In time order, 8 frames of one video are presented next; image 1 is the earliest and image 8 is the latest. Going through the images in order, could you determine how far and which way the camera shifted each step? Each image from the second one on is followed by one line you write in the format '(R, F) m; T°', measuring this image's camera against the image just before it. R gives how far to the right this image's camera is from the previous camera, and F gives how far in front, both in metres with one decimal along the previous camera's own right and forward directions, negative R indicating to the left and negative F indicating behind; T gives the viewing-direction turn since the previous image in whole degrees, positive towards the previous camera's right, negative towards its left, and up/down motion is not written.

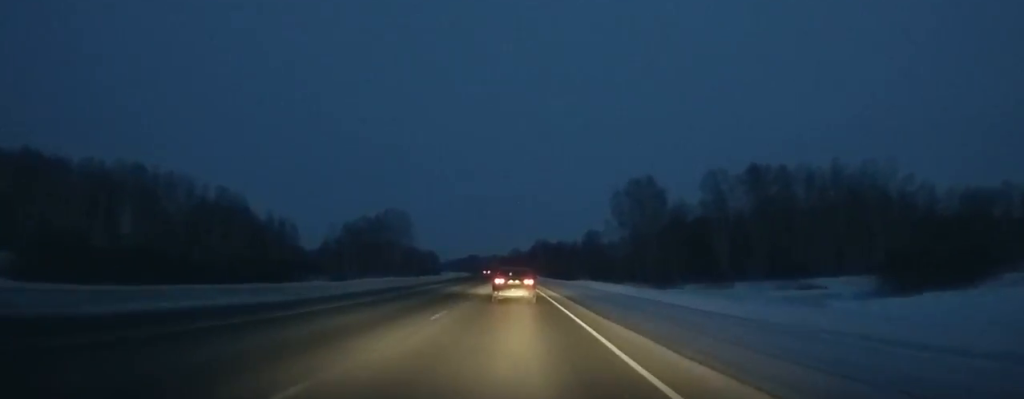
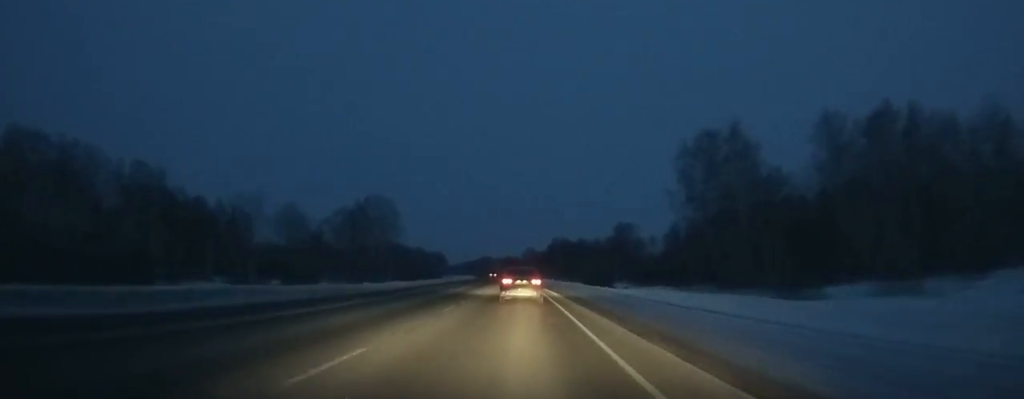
(-0.5, +44.6) m; -1°
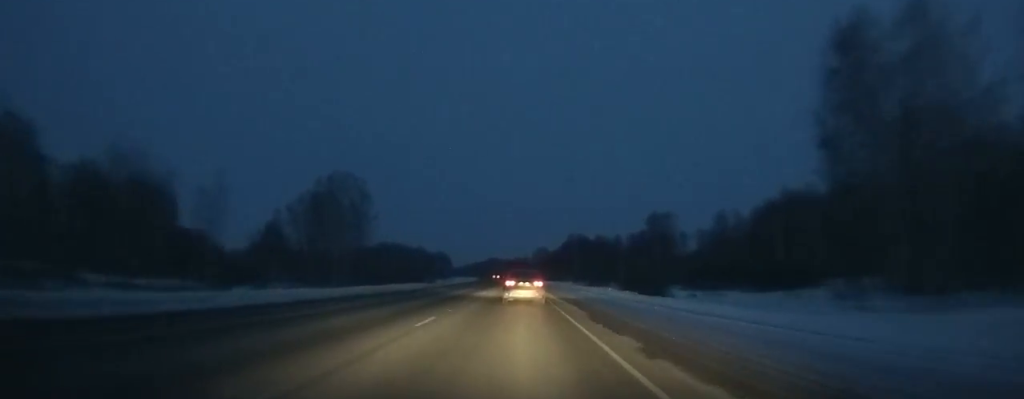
(-0.2, +39.8) m; -1°
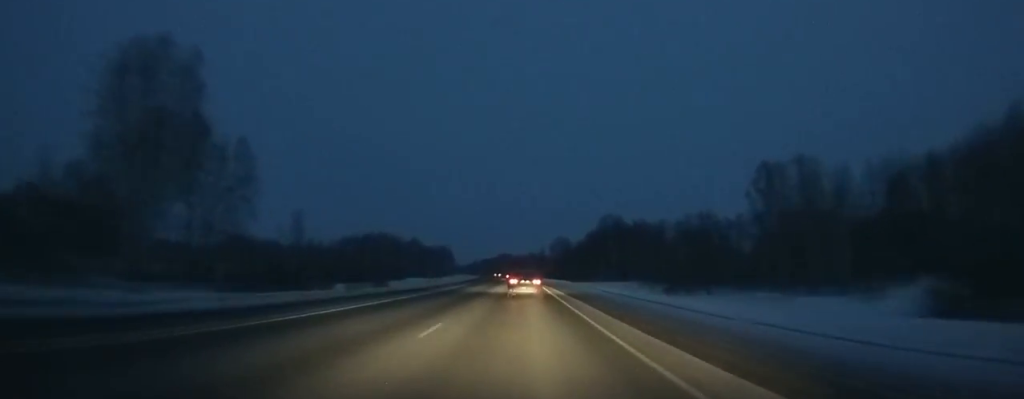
(-1.0, +75.4) m; -1°
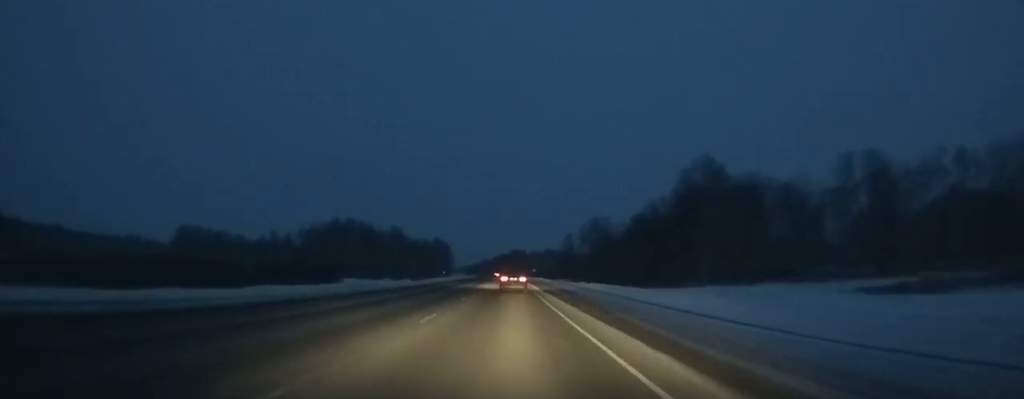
(-1.1, +94.4) m; -2°
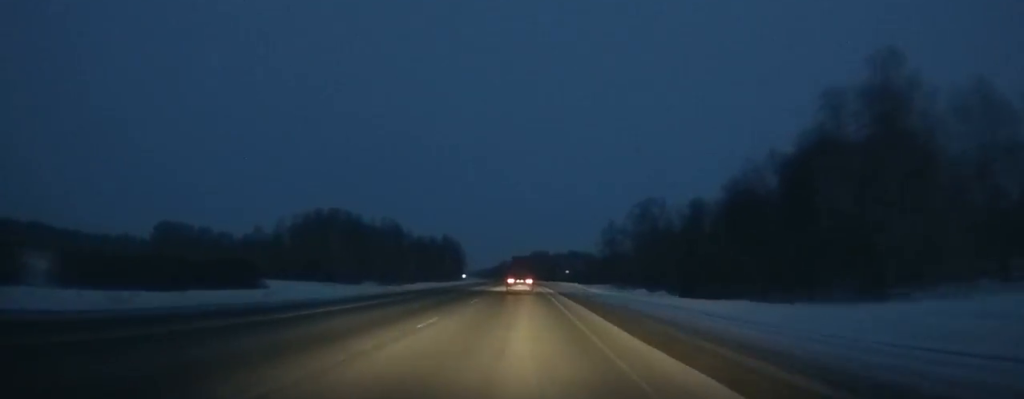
(-0.9, +49.0) m; -1°
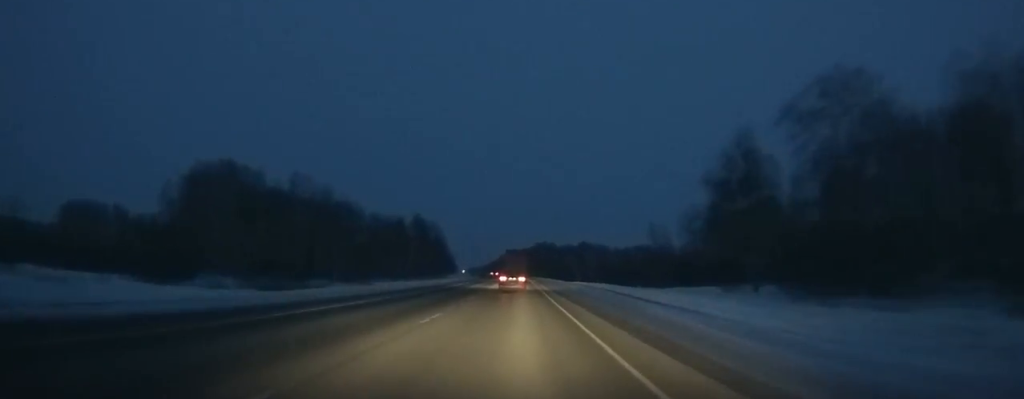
(-0.7, +82.8) m; -1°
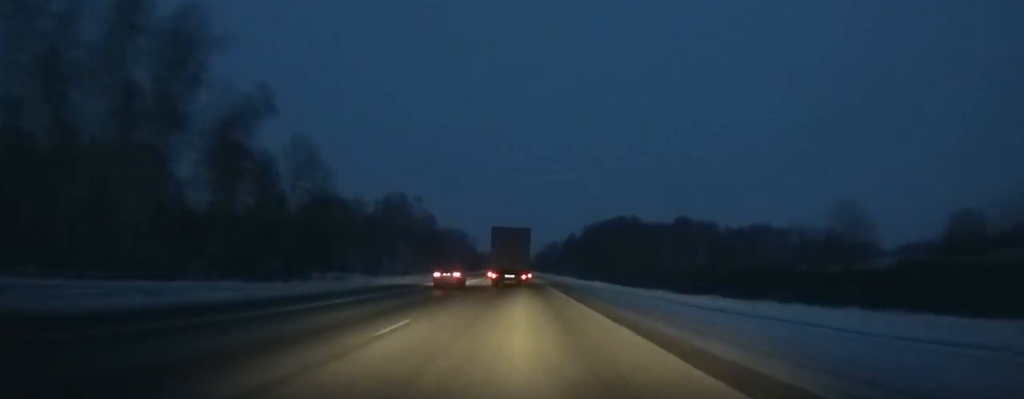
(-5.9, +181.5) m; -5°
